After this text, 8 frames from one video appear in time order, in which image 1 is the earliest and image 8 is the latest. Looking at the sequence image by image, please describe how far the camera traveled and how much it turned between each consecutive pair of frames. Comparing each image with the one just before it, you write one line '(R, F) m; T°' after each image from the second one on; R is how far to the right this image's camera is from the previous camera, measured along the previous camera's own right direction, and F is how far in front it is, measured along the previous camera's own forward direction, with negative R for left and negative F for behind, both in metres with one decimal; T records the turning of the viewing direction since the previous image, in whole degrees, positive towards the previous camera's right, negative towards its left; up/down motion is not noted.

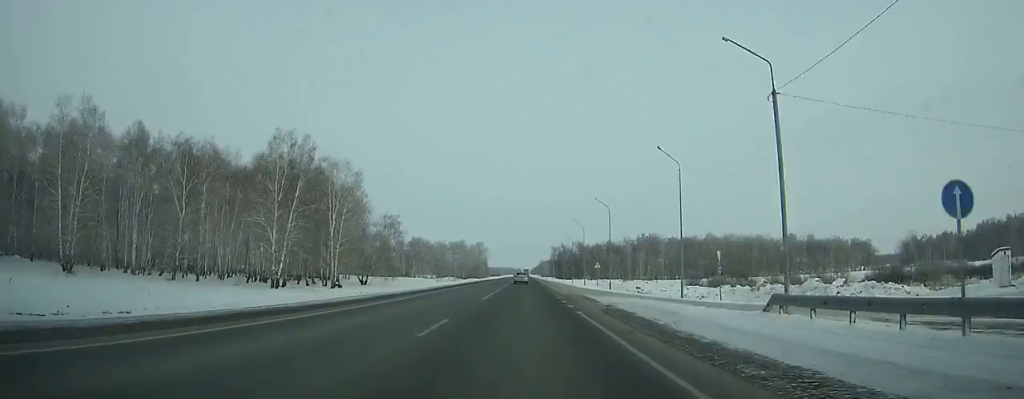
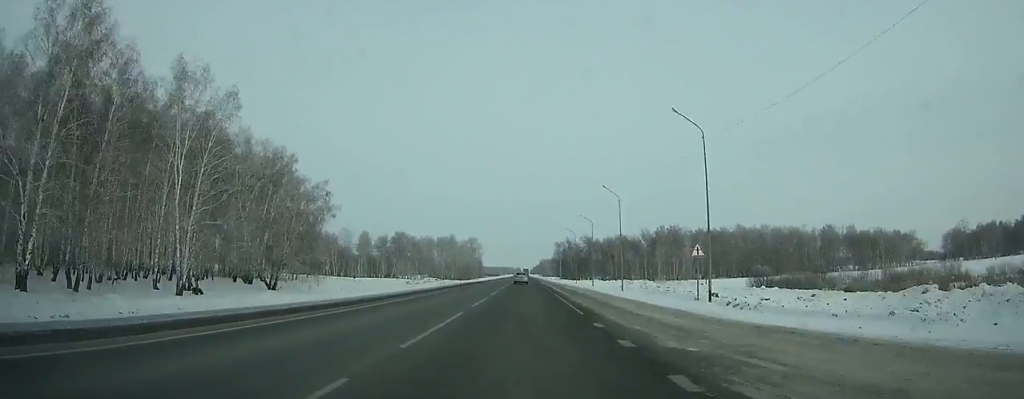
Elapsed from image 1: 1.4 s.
(+0.1, +40.3) m; 0°
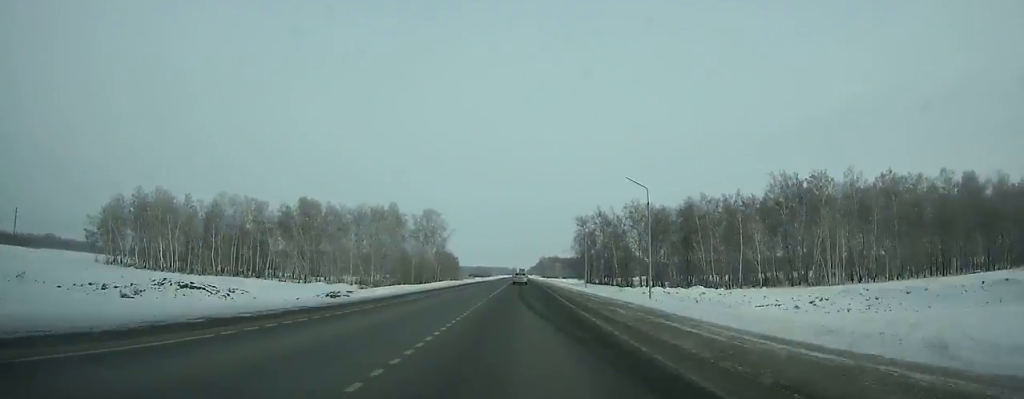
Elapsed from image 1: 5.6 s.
(0.0, +120.0) m; 0°
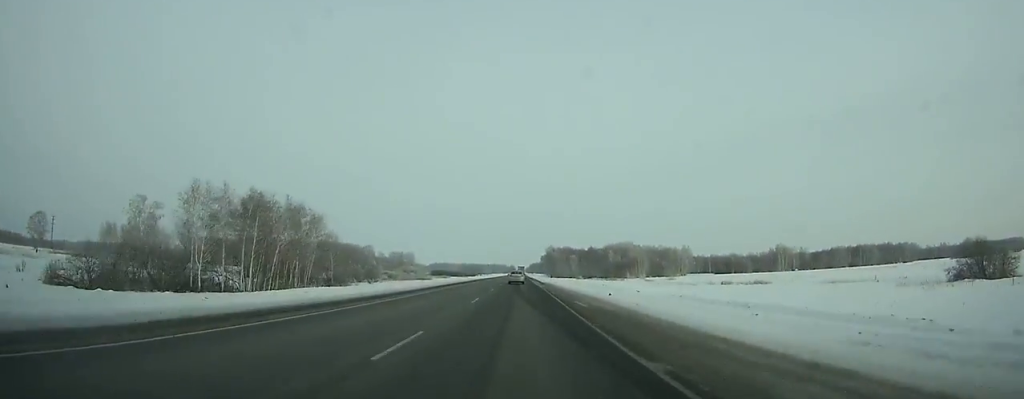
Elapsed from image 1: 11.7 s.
(-0.1, +174.2) m; 0°
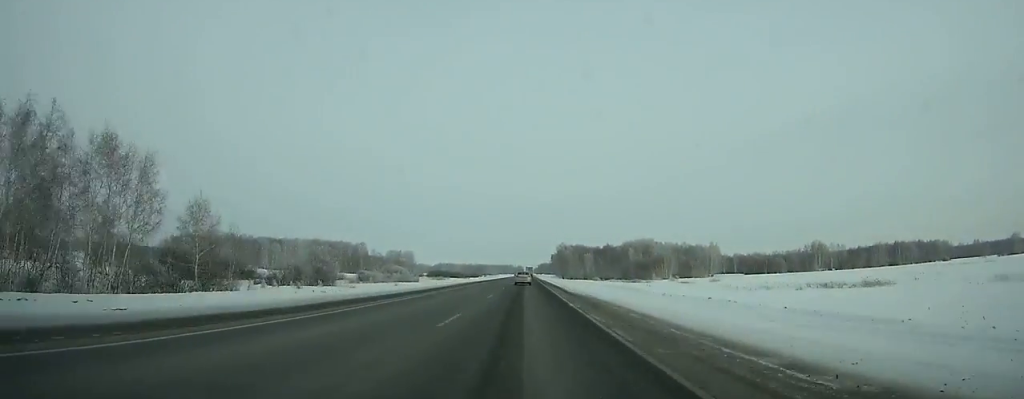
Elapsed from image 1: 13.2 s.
(0.0, +42.8) m; 0°
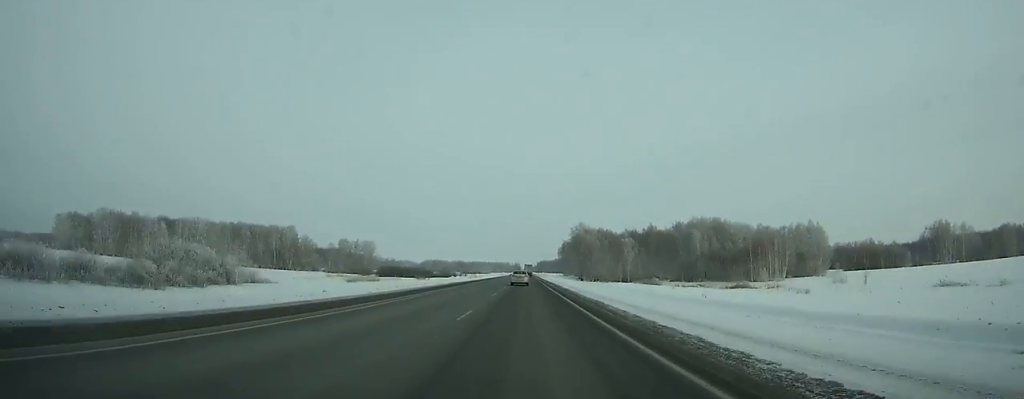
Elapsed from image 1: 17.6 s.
(-0.1, +124.9) m; 0°
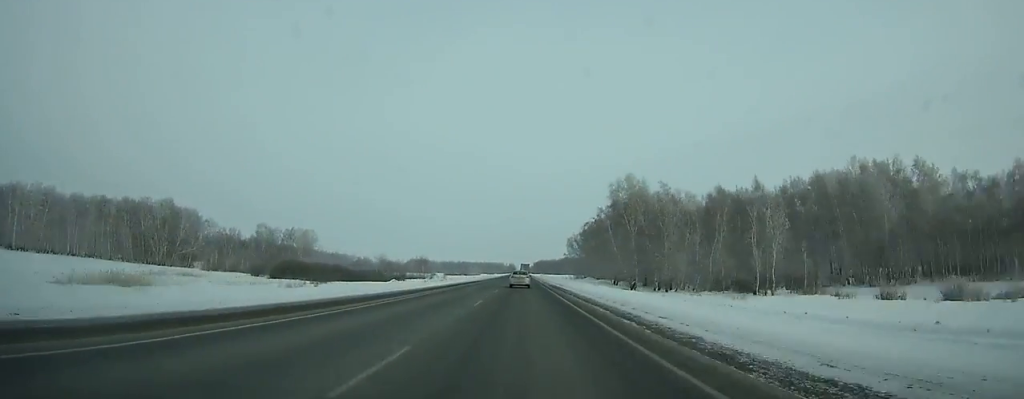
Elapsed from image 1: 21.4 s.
(+0.3, +105.5) m; 0°
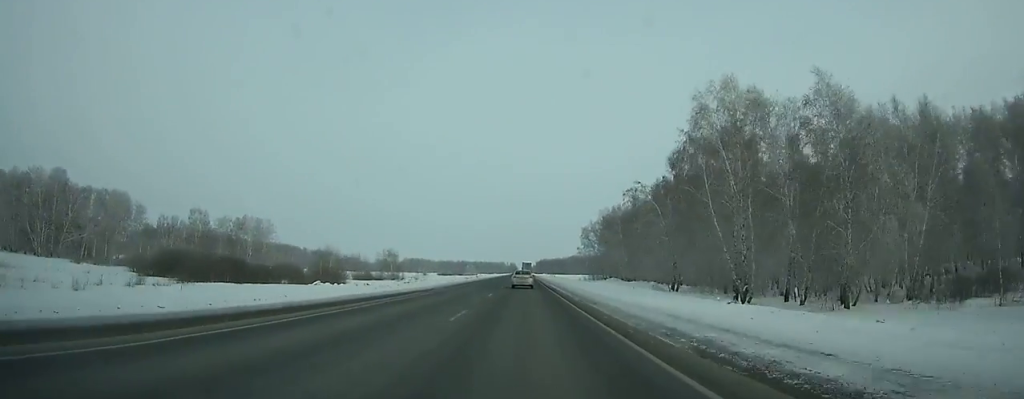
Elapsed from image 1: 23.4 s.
(0.0, +54.2) m; 0°
